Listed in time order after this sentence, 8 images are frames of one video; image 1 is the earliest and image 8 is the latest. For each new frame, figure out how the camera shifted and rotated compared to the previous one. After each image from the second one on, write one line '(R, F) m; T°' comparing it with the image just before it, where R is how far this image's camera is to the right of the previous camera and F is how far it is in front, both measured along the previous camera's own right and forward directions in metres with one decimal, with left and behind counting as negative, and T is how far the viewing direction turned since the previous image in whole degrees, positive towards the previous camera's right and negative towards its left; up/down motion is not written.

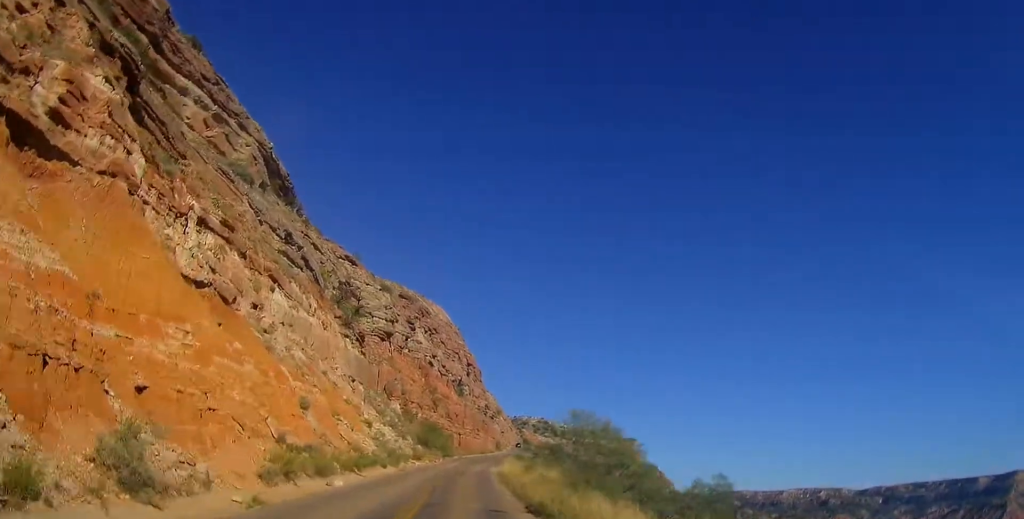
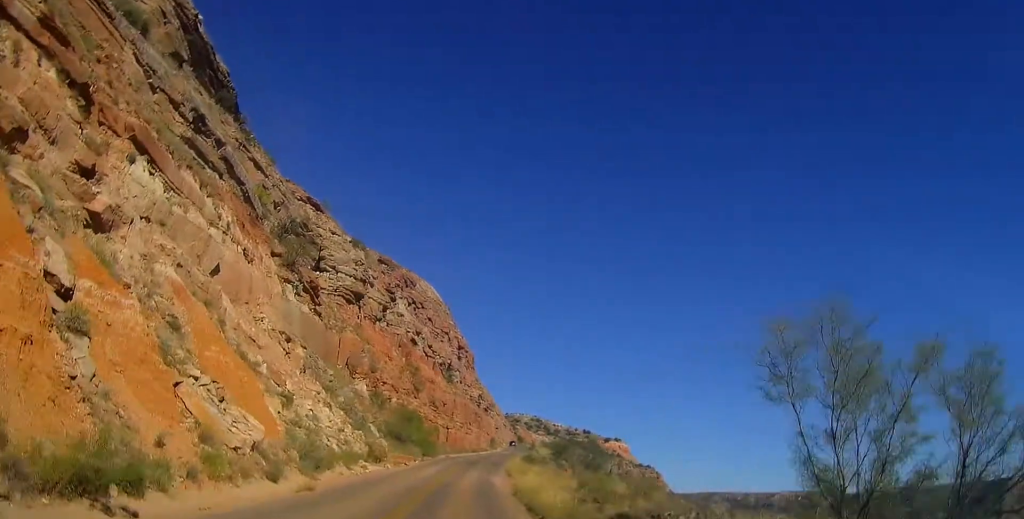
(-0.2, +21.4) m; 0°
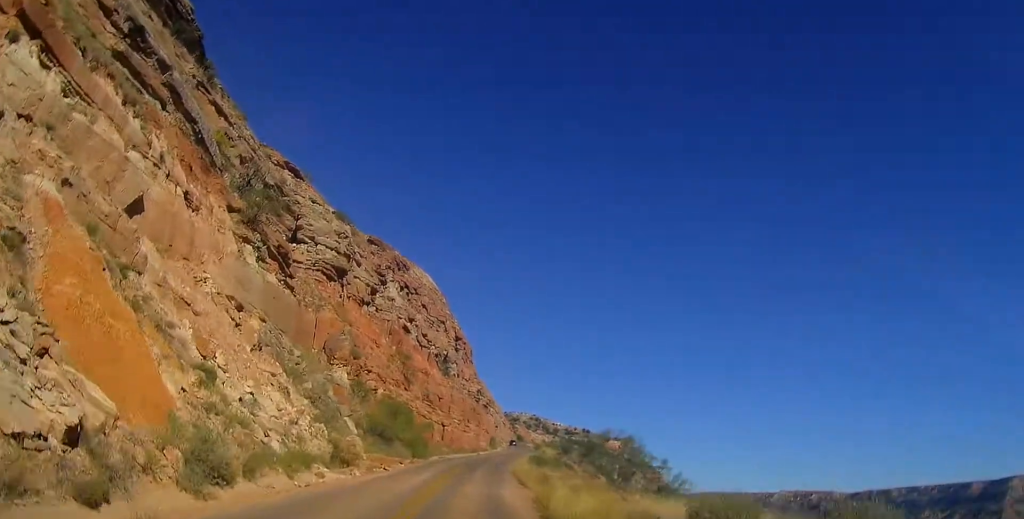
(+0.4, +9.7) m; 0°
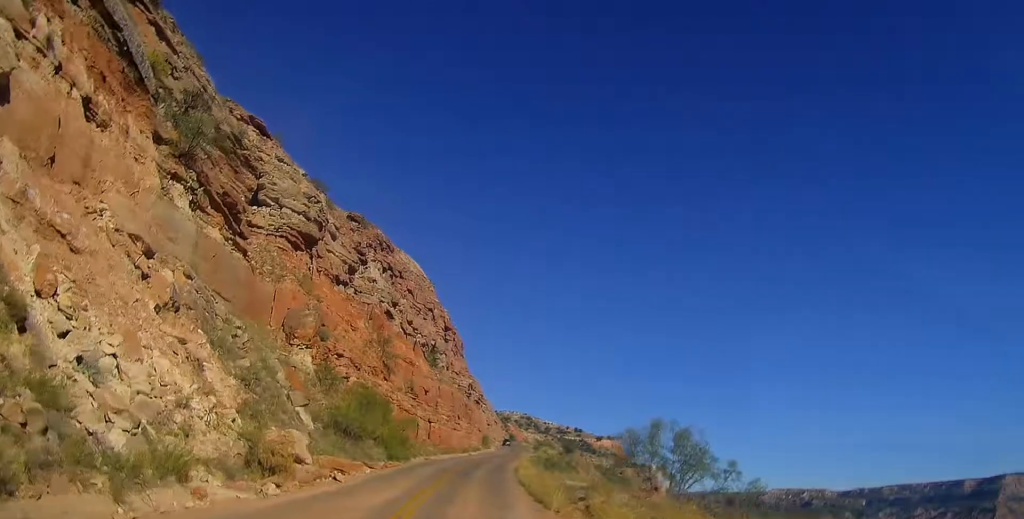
(-0.2, +9.7) m; 0°
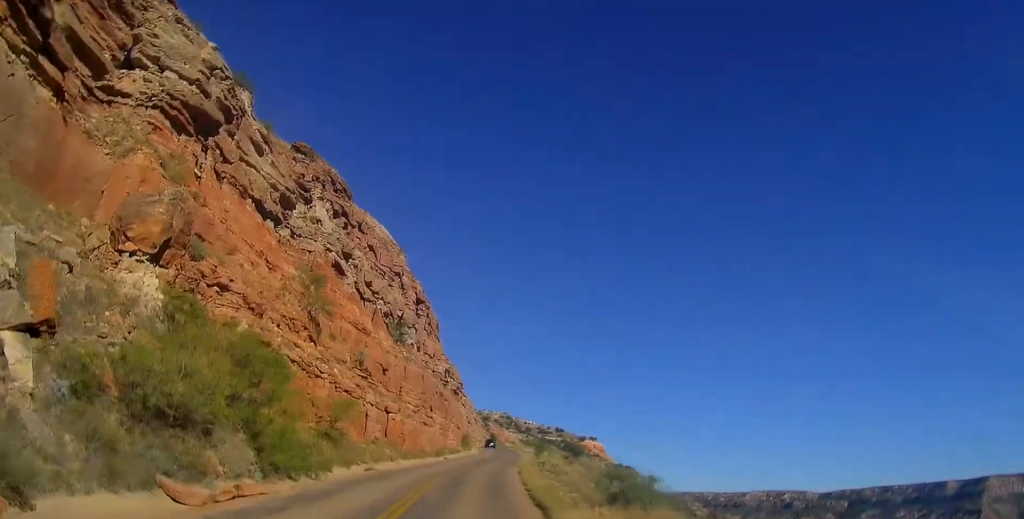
(+0.4, +20.4) m; +2°
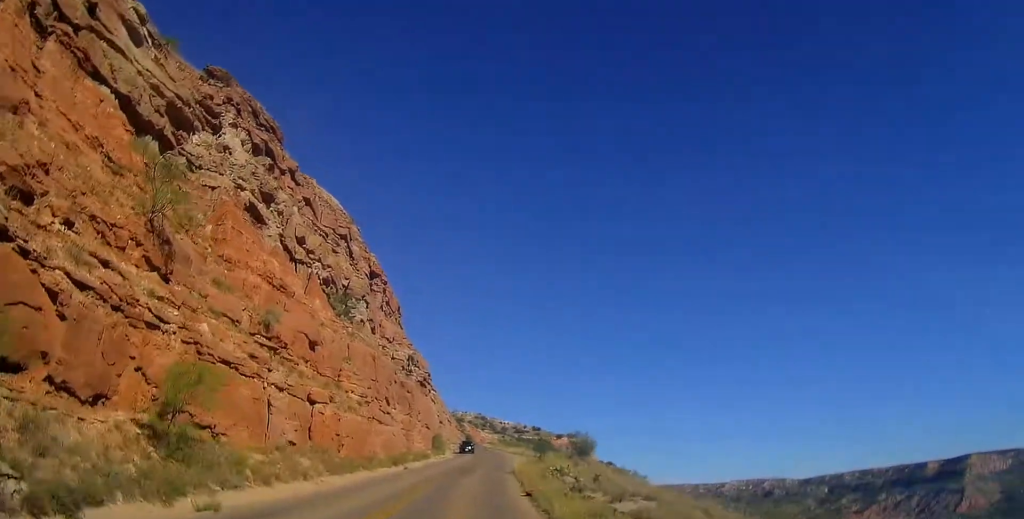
(0.0, +16.3) m; +3°
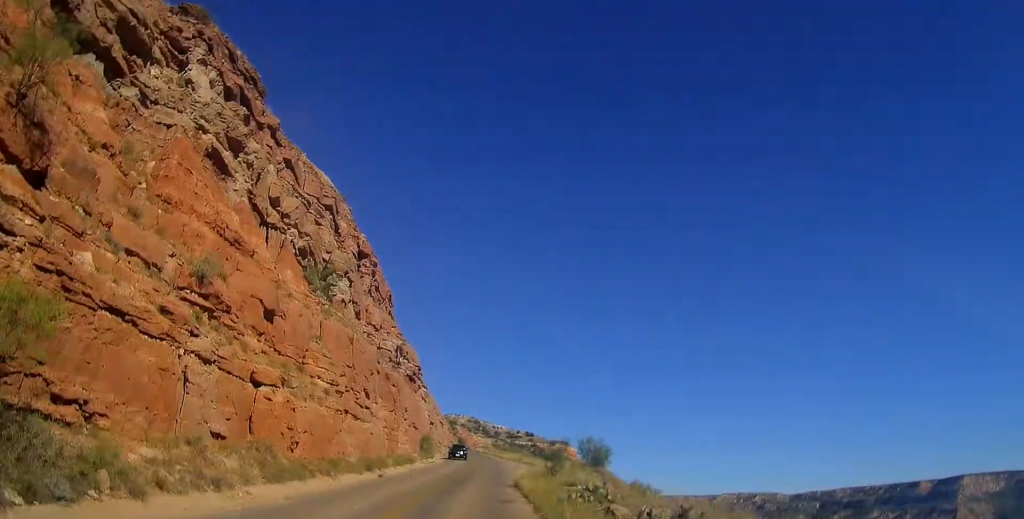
(+0.4, +7.9) m; +2°
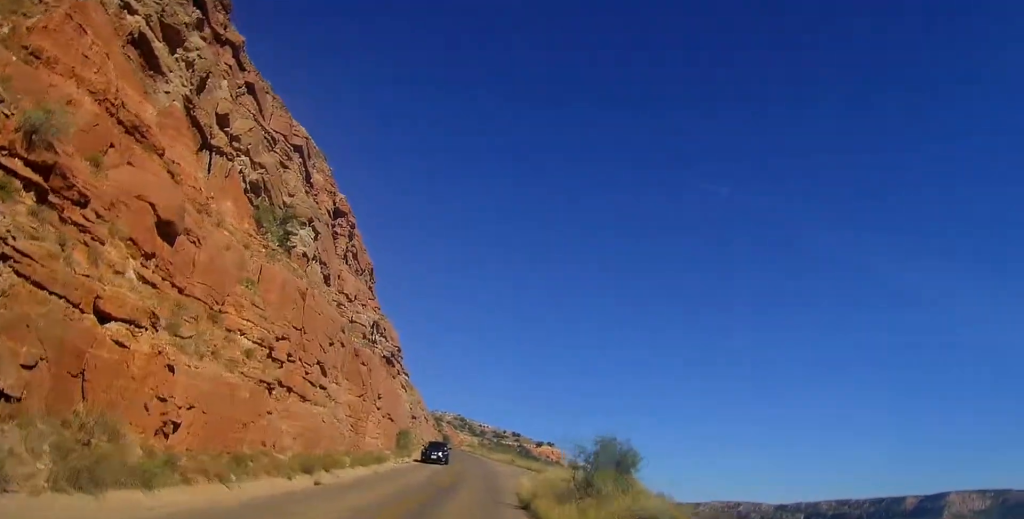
(+0.2, +9.7) m; +1°
